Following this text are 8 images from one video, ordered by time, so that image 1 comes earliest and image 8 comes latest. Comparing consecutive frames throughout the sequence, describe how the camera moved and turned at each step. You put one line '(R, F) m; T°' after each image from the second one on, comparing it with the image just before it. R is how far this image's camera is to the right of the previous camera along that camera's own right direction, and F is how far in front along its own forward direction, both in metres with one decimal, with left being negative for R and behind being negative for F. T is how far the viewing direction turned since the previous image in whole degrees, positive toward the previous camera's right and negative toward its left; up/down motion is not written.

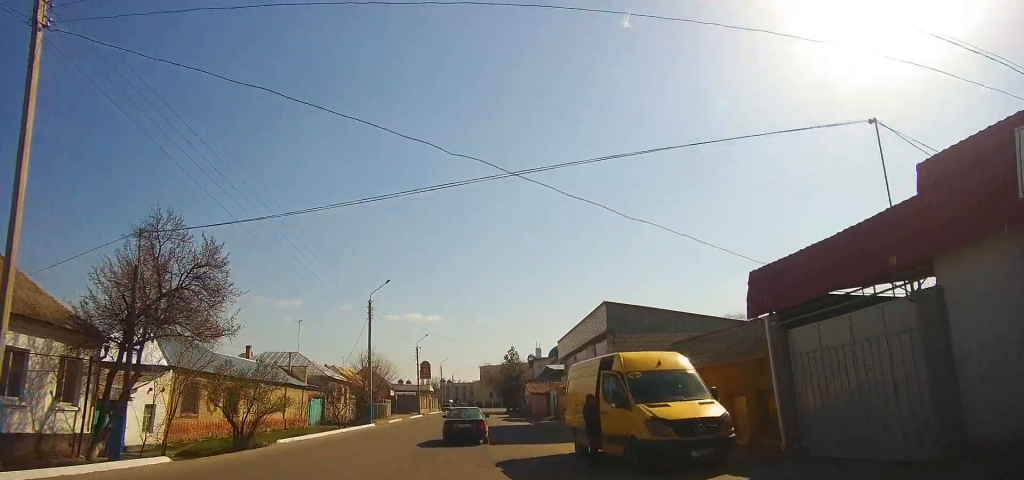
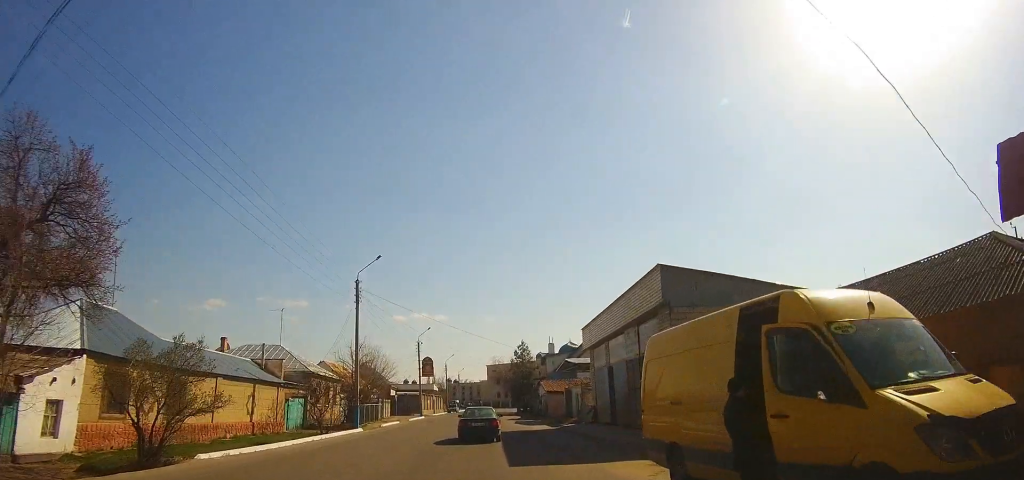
(0.0, +6.7) m; 0°
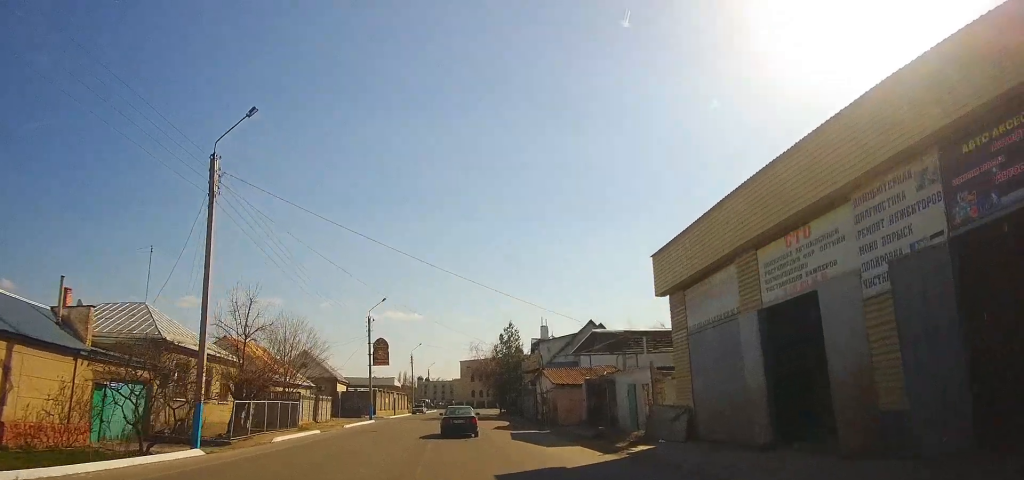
(0.0, +17.3) m; +1°
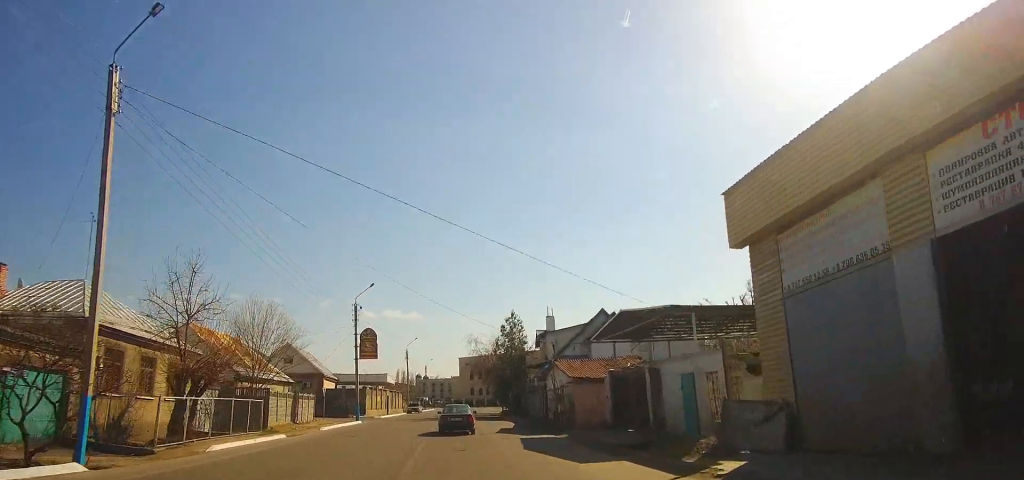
(+0.1, +5.6) m; 0°
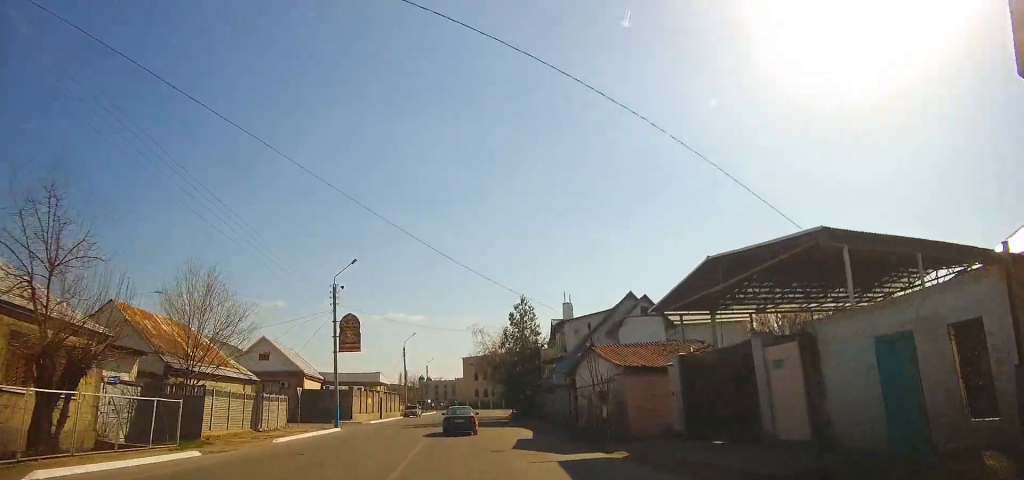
(+0.1, +7.9) m; 0°
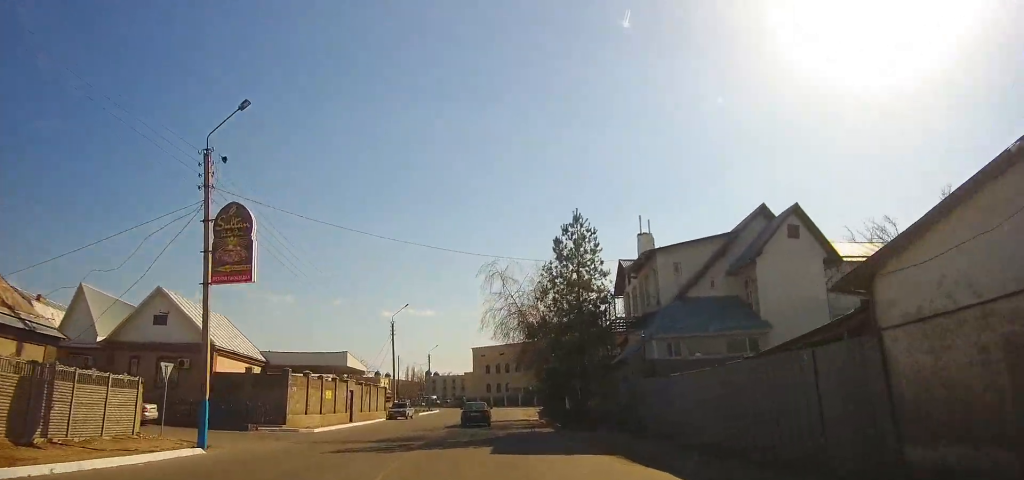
(-0.1, +19.4) m; -1°
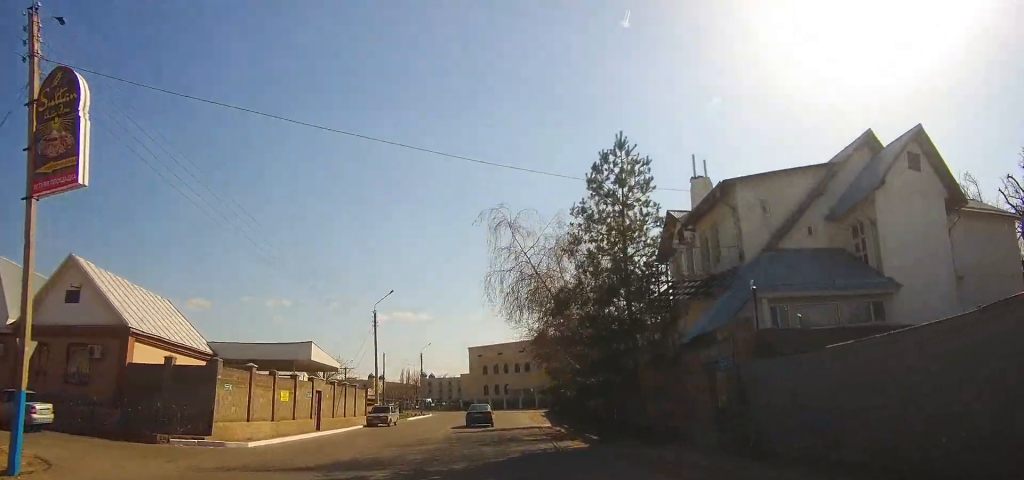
(0.0, +8.0) m; 0°
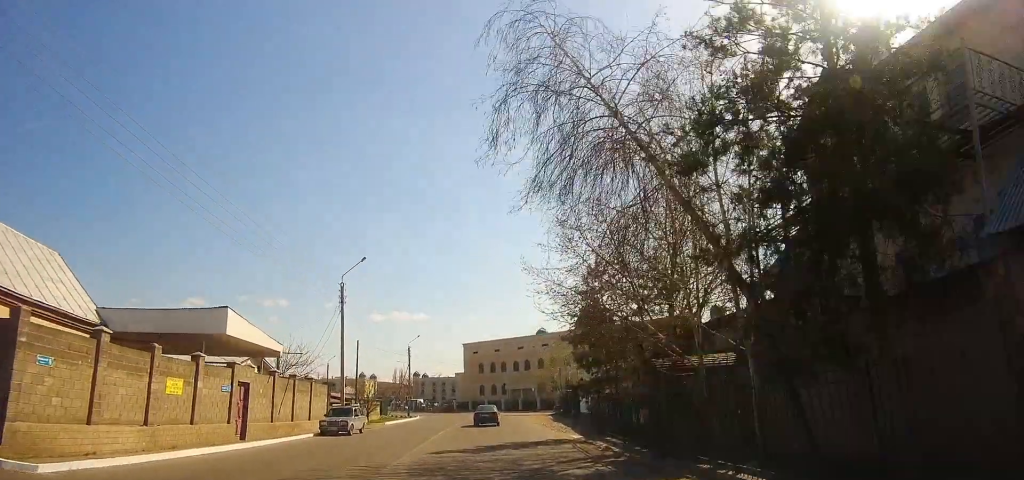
(0.0, +10.3) m; 0°
